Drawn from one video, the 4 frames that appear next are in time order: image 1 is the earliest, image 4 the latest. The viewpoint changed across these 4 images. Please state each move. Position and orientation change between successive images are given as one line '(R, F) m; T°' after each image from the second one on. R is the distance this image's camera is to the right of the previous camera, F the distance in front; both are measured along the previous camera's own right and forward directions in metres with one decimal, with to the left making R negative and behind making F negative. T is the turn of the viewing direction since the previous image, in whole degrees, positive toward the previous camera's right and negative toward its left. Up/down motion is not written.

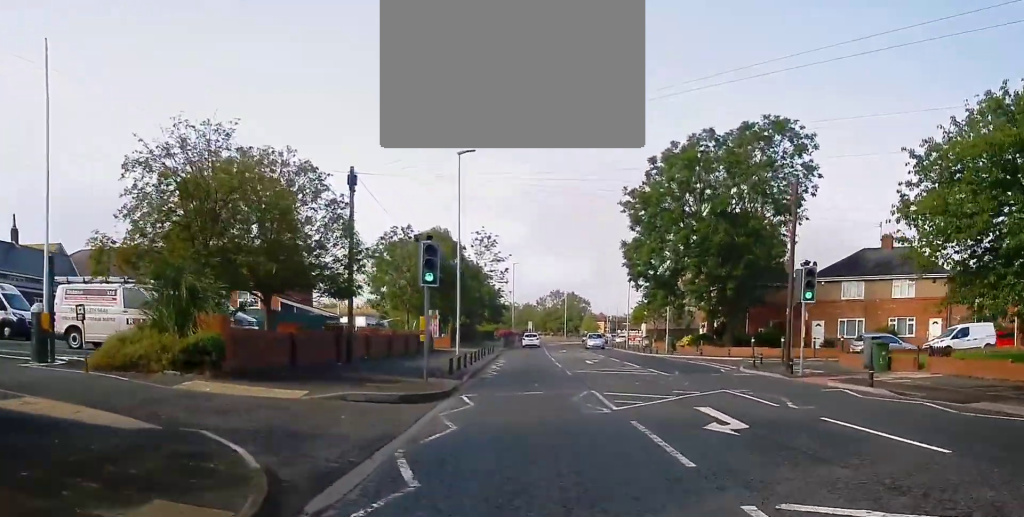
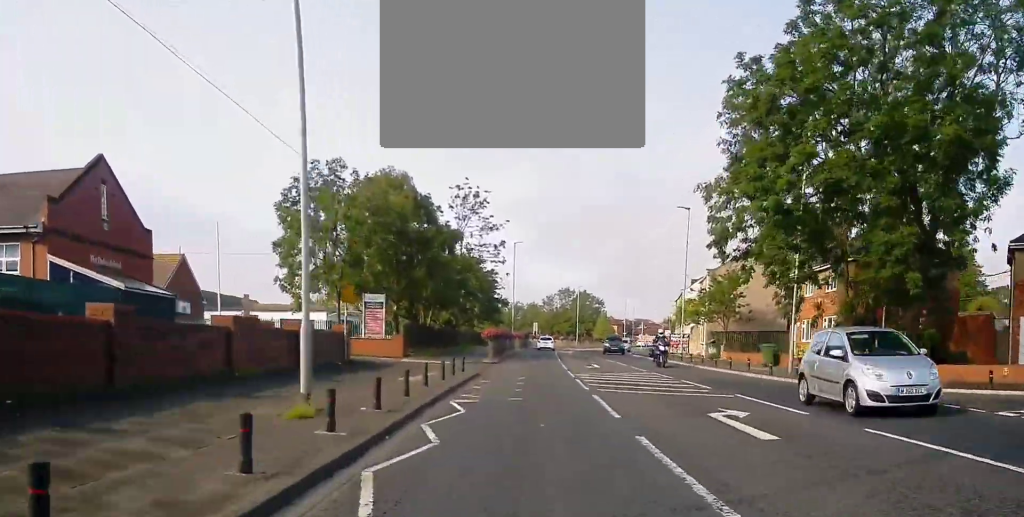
(-0.2, +27.1) m; -2°
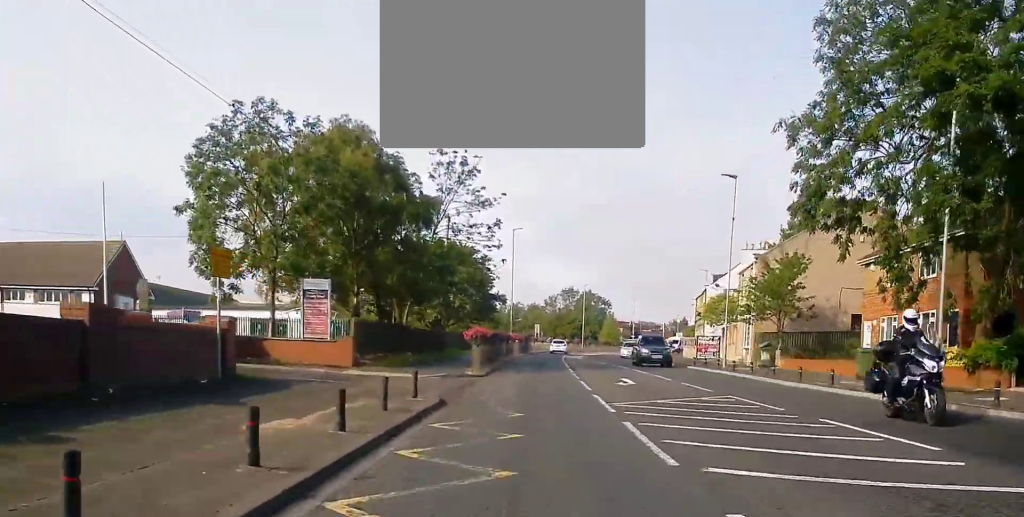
(-0.3, +11.7) m; 0°
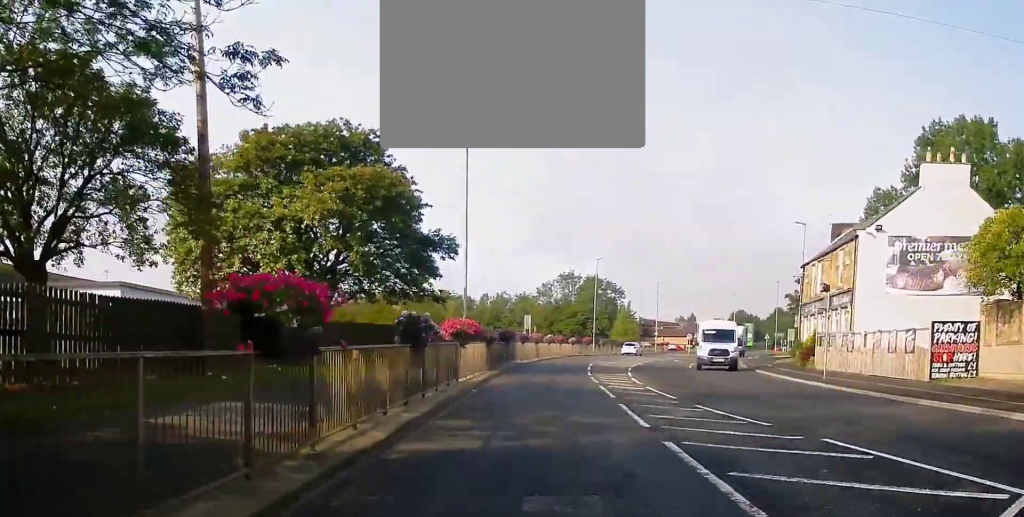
(+1.1, +38.4) m; +2°
